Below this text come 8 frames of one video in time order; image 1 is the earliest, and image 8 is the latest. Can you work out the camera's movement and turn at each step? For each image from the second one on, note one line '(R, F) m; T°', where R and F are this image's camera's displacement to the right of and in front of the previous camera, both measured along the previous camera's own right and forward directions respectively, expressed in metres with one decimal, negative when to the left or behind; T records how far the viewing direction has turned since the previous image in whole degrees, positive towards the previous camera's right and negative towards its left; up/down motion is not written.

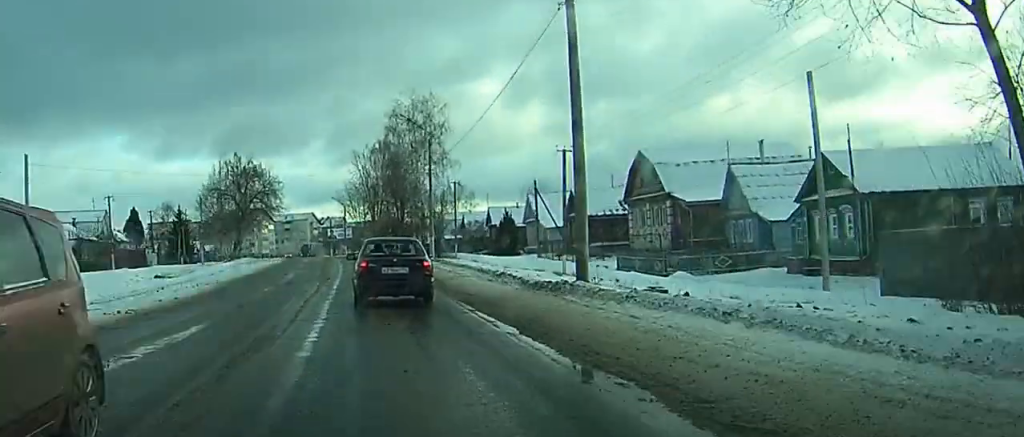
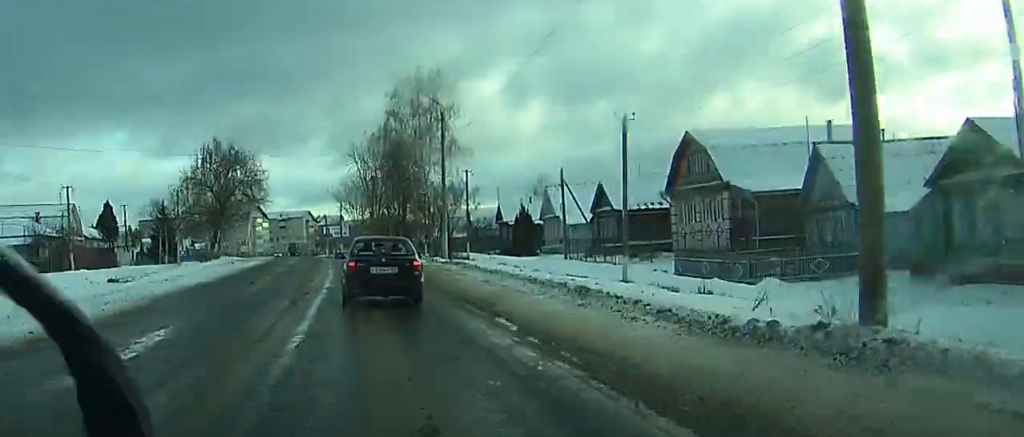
(0.0, +12.7) m; 0°
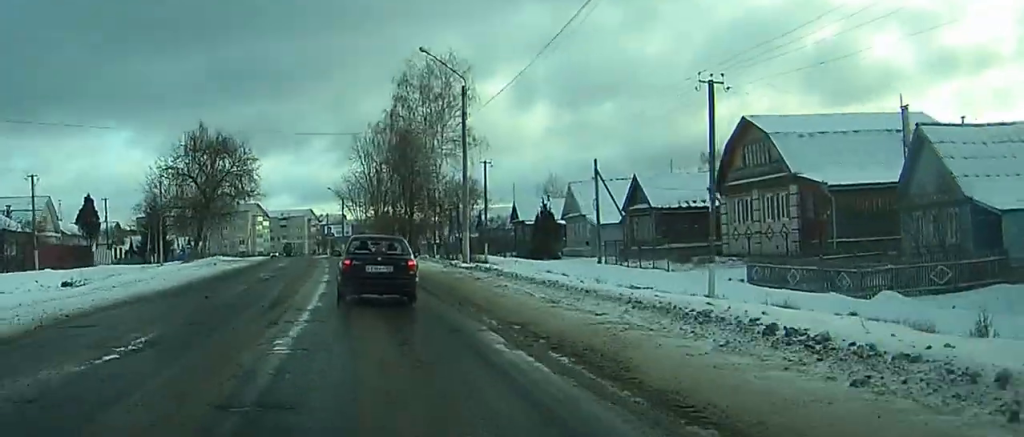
(0.0, +9.9) m; 0°
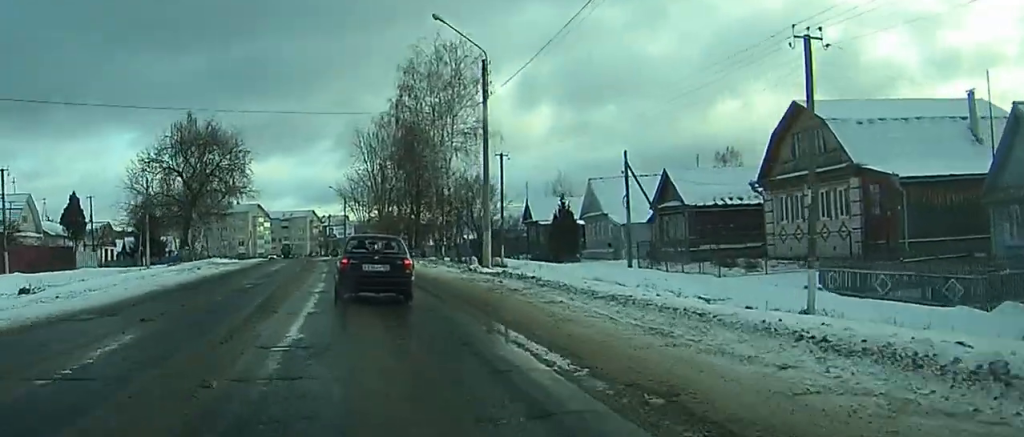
(0.0, +6.9) m; 0°
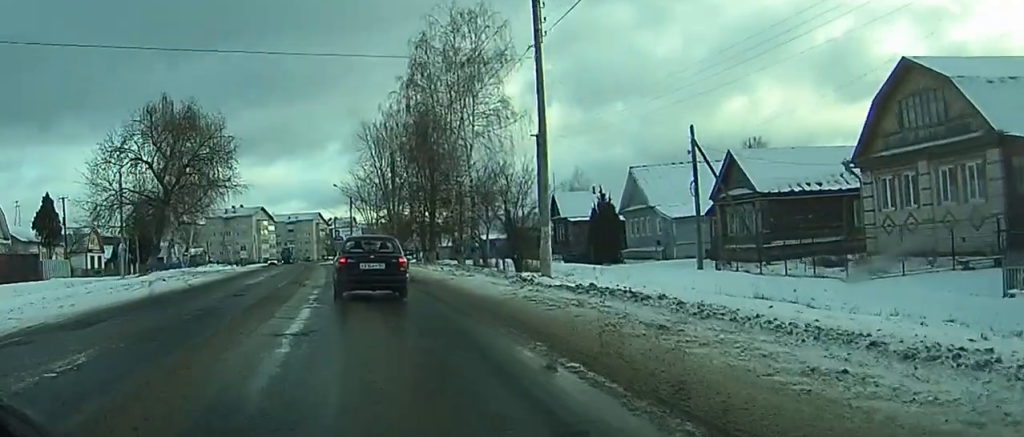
(-0.1, +10.9) m; -1°
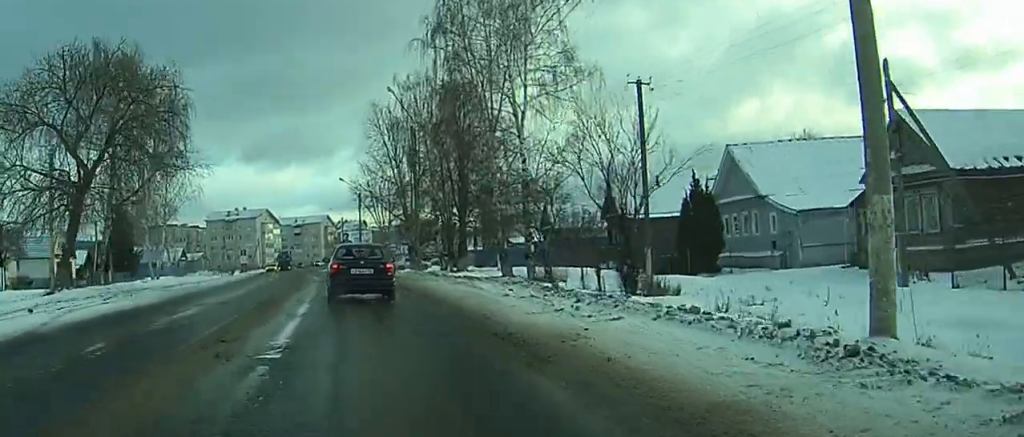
(-0.1, +17.0) m; 0°
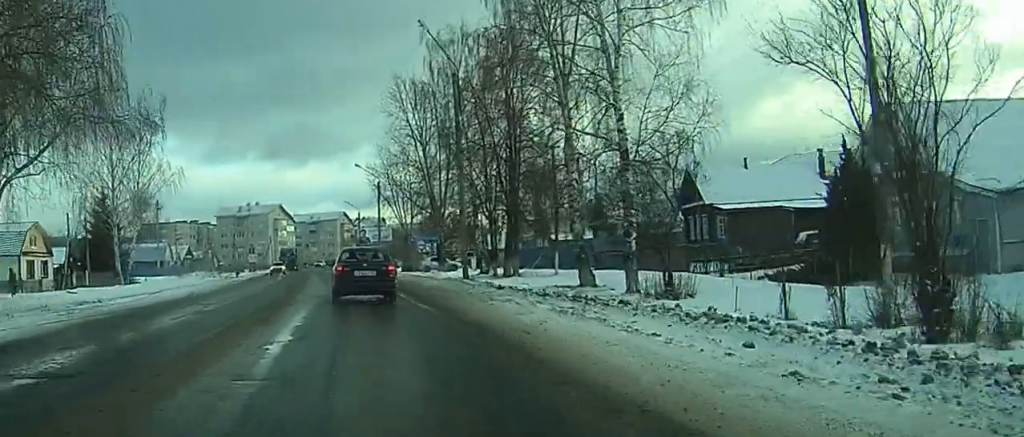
(-0.1, +13.3) m; -1°
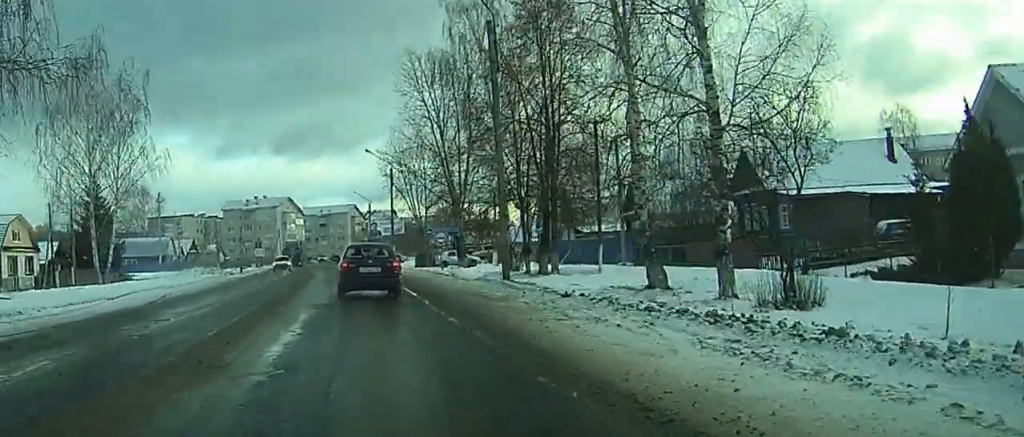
(-0.3, +6.5) m; +4°
